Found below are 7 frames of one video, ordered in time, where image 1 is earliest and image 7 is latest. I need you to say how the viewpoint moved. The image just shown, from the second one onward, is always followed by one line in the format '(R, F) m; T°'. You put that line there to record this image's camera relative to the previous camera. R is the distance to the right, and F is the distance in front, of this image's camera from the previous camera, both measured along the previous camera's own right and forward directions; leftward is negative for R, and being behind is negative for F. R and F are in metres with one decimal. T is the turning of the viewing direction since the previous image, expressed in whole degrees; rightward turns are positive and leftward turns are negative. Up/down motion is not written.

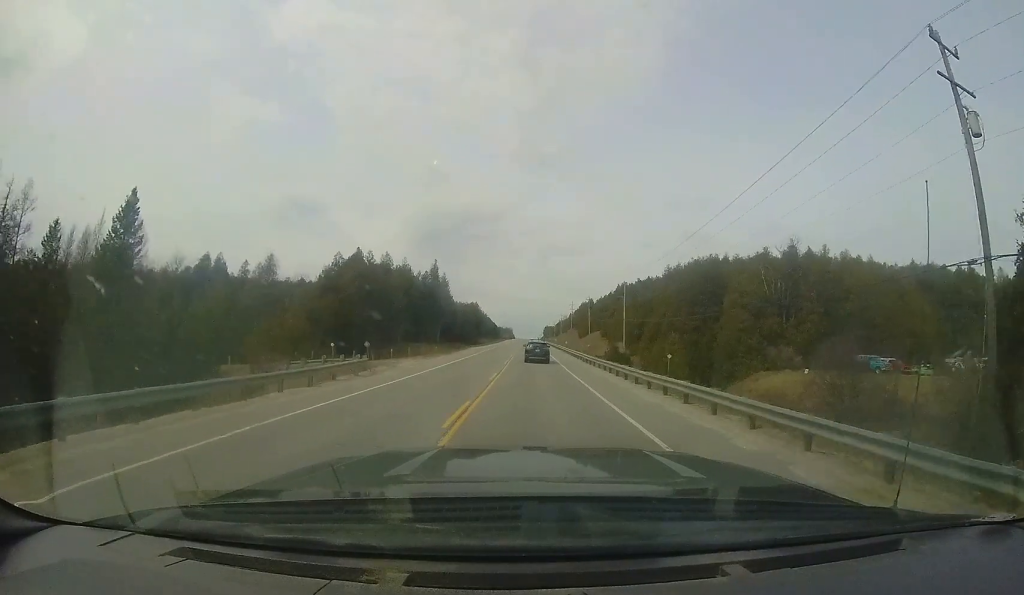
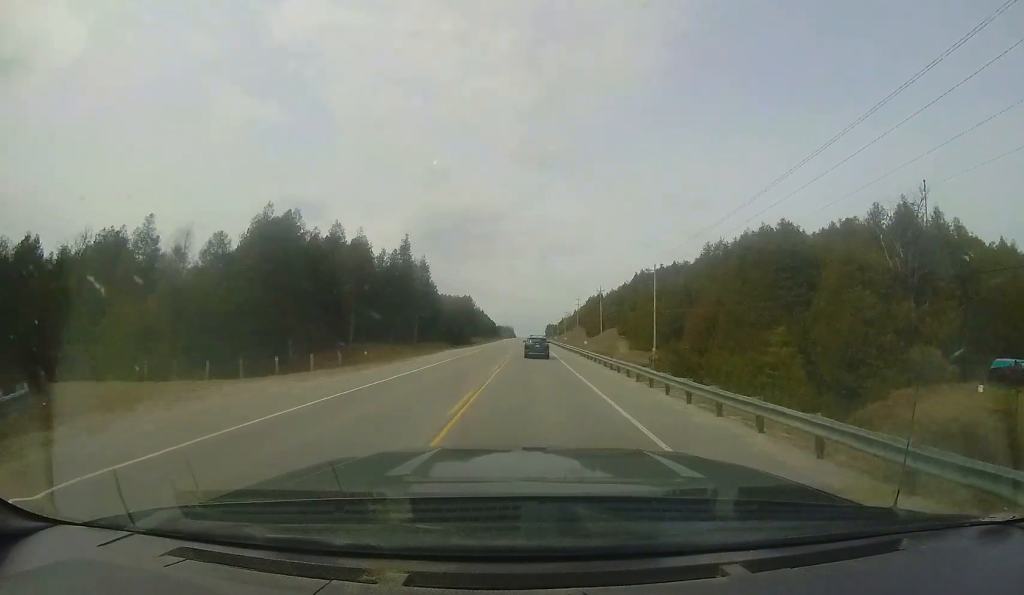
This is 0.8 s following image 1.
(0.0, +17.8) m; 0°
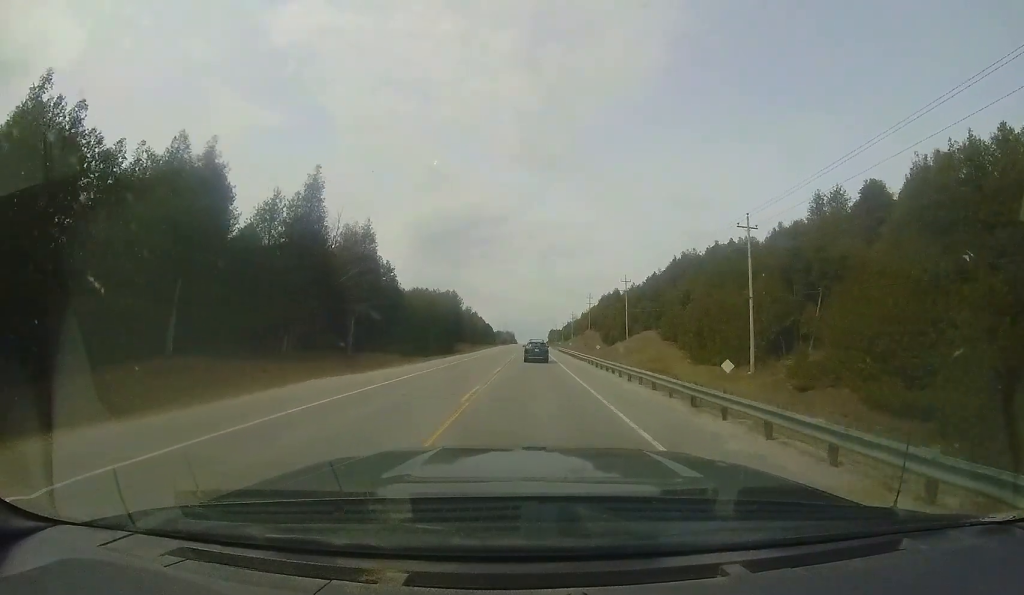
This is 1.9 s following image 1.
(-0.1, +25.5) m; -1°
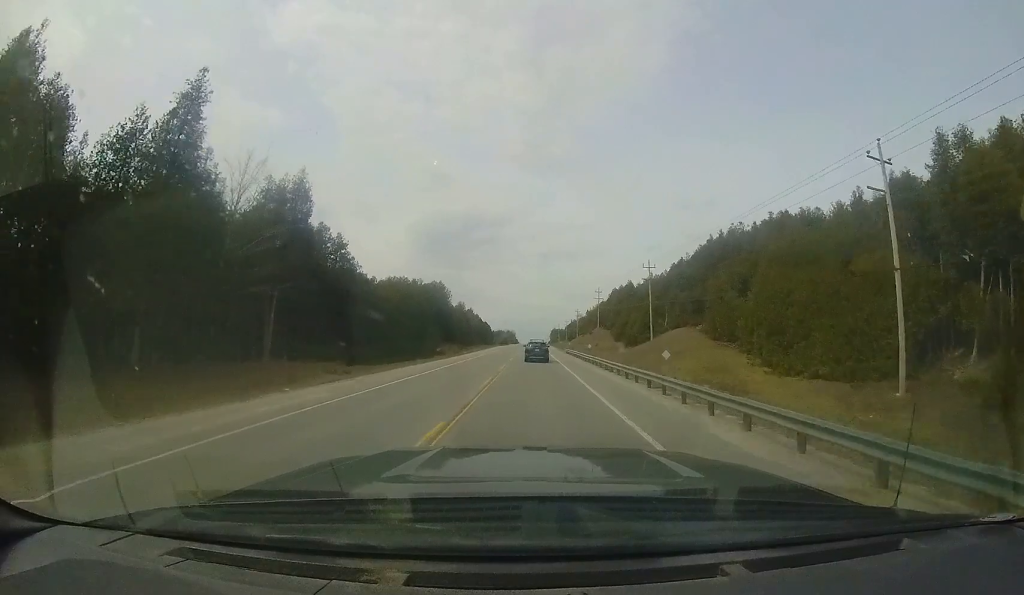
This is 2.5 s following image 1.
(-0.2, +14.6) m; 0°
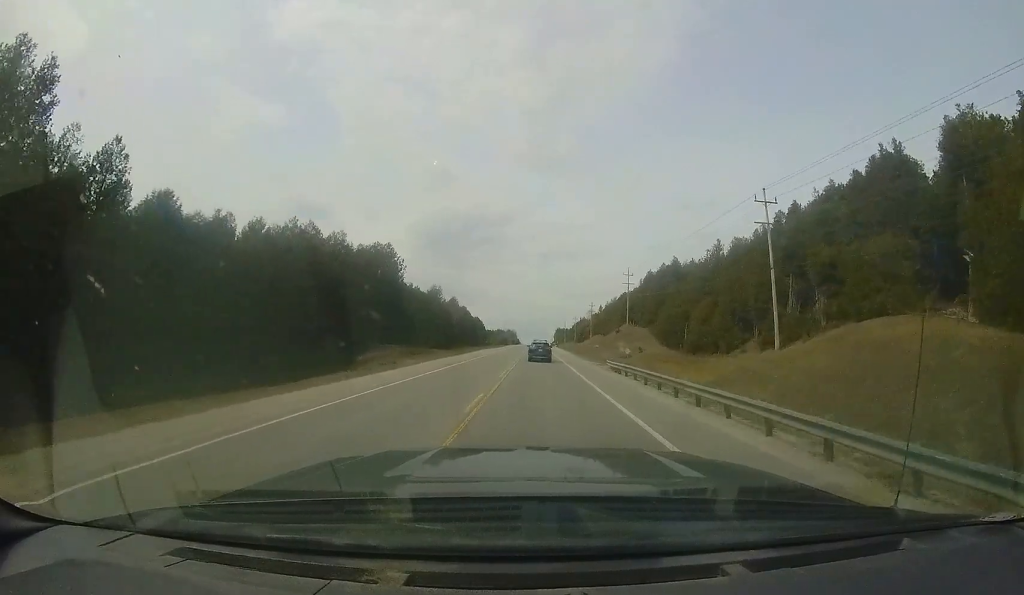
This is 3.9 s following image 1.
(+0.3, +30.9) m; 0°
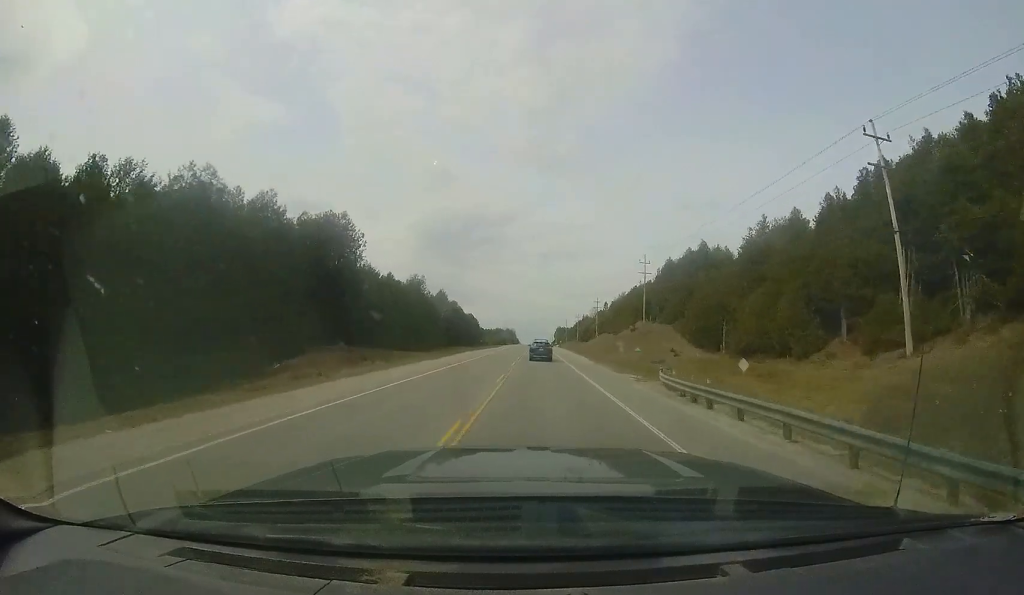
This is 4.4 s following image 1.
(0.0, +12.0) m; 0°
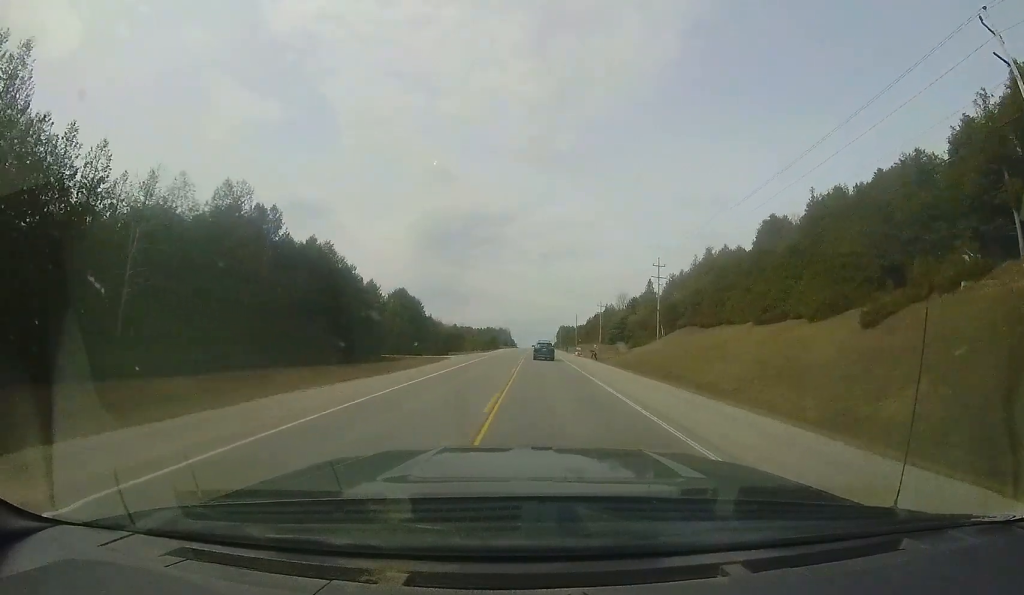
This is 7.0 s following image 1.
(-0.8, +58.1) m; 0°
